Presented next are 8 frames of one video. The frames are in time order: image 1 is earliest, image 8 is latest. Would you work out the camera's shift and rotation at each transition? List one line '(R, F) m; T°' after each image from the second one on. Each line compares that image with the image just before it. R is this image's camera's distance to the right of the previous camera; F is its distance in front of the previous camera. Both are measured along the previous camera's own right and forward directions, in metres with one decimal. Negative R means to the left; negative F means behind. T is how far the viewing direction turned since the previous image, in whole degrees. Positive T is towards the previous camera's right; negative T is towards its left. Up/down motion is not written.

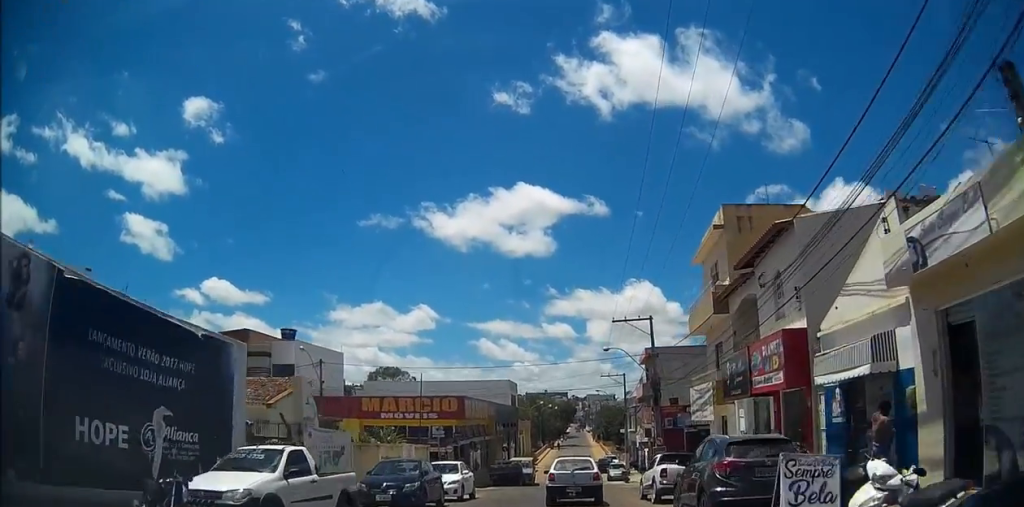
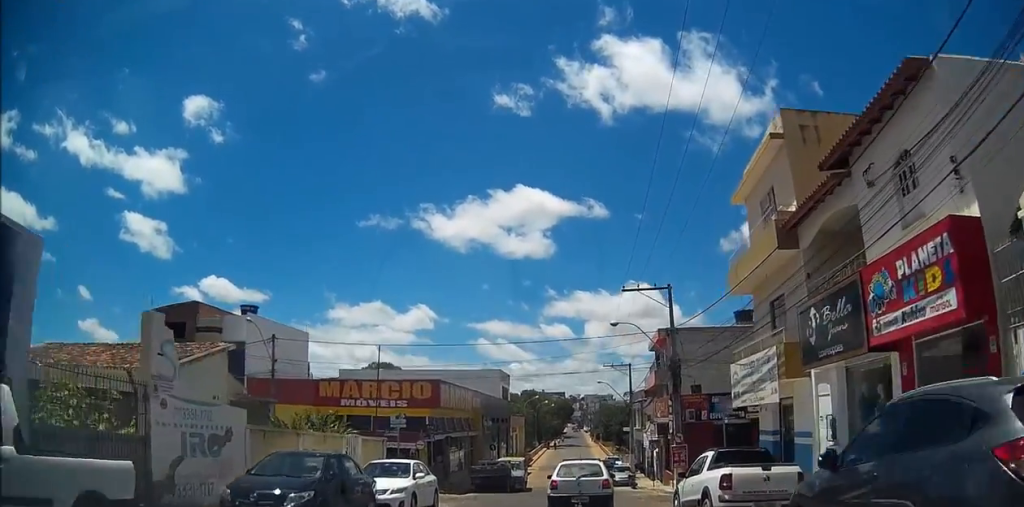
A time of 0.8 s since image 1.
(-0.1, +6.0) m; +2°
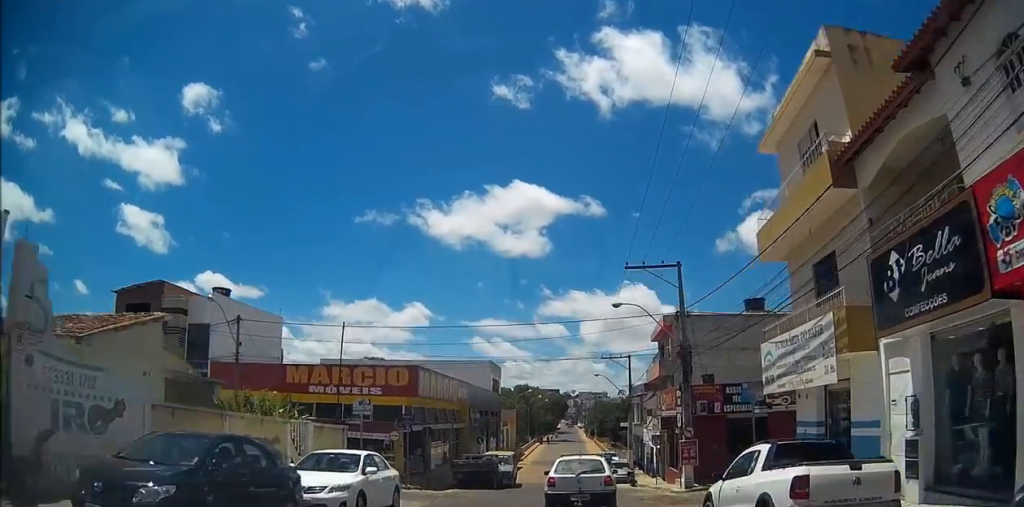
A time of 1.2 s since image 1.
(+0.1, +3.5) m; +3°
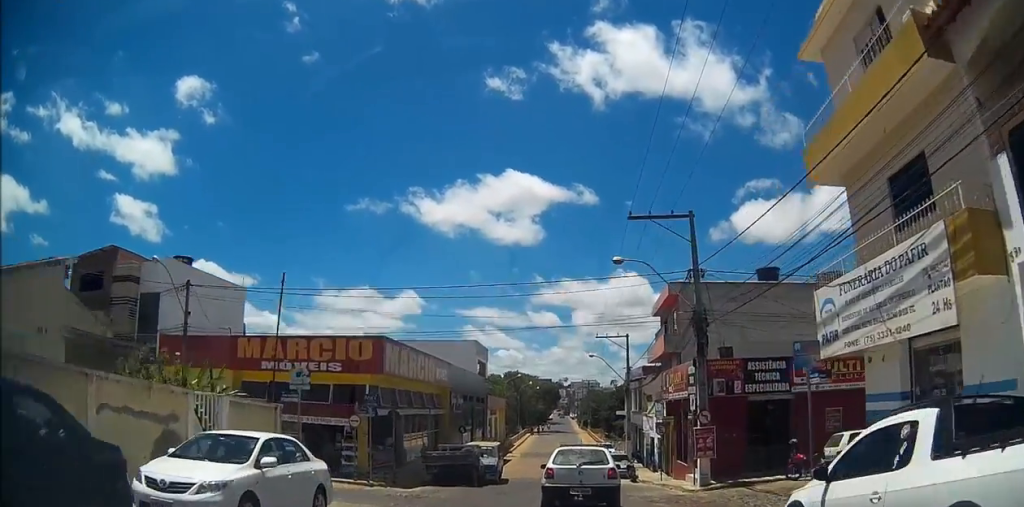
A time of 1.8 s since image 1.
(+0.1, +4.4) m; +2°
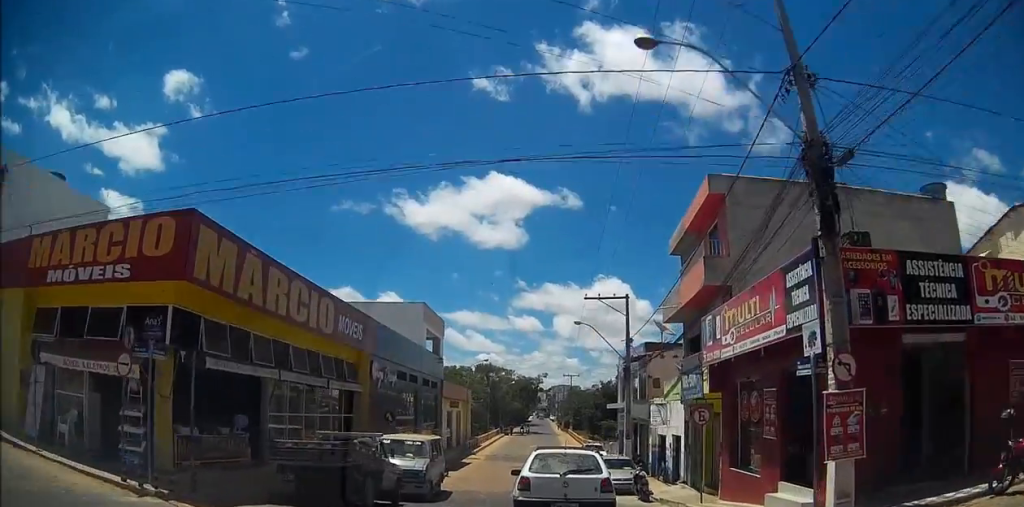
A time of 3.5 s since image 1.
(0.0, +14.1) m; +2°
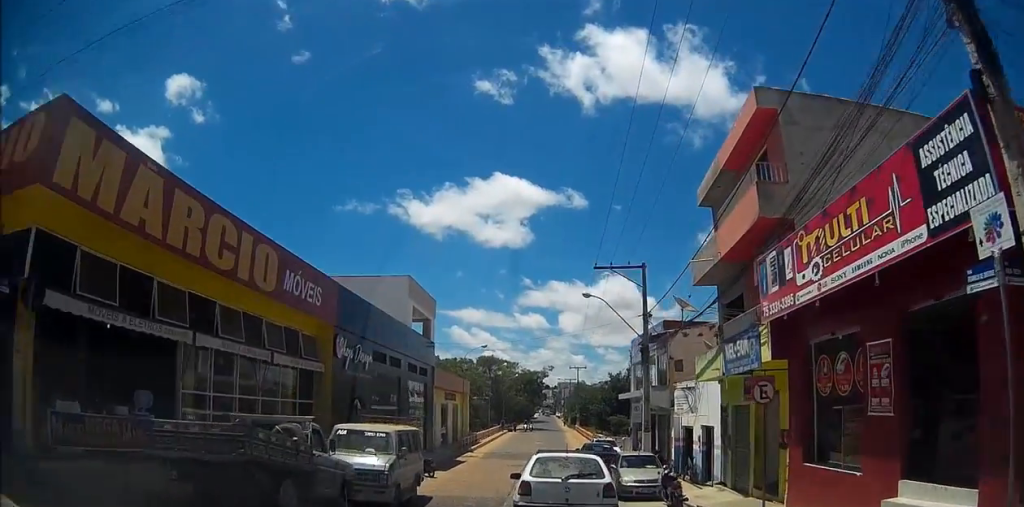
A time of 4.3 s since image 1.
(+0.5, +5.8) m; +5°
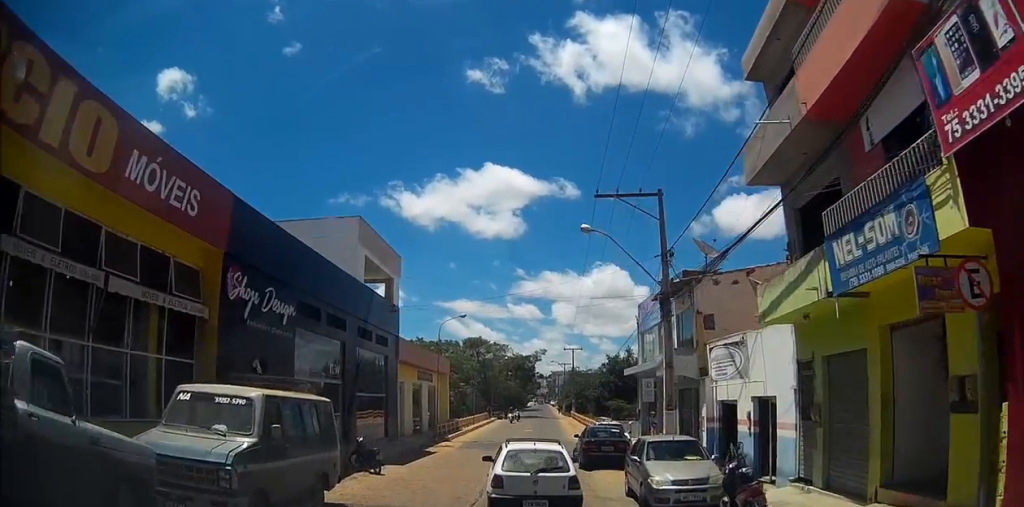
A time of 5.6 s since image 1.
(+0.4, +8.4) m; 0°
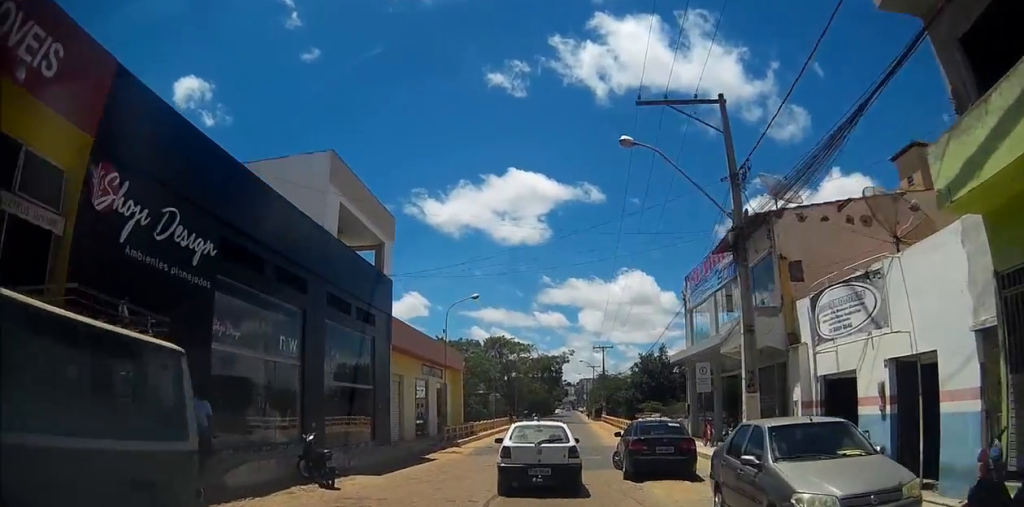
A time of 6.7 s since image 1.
(-0.4, +6.8) m; -4°
